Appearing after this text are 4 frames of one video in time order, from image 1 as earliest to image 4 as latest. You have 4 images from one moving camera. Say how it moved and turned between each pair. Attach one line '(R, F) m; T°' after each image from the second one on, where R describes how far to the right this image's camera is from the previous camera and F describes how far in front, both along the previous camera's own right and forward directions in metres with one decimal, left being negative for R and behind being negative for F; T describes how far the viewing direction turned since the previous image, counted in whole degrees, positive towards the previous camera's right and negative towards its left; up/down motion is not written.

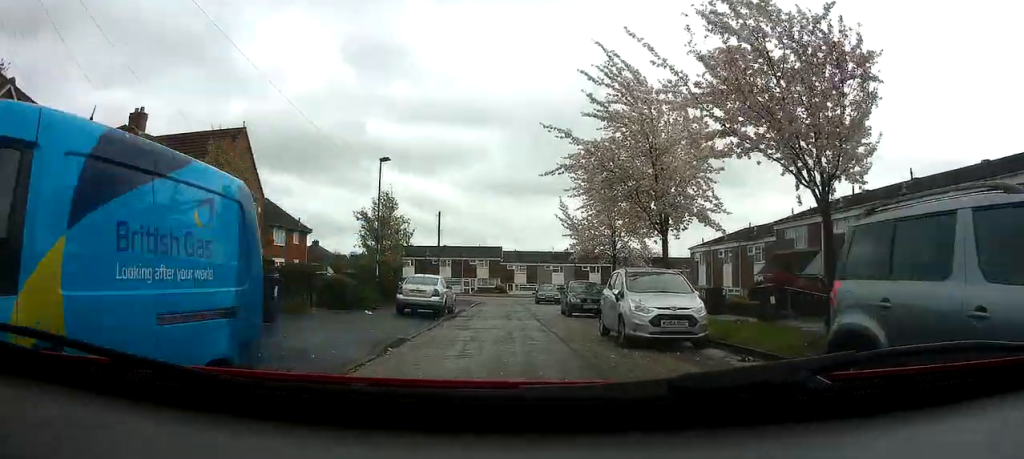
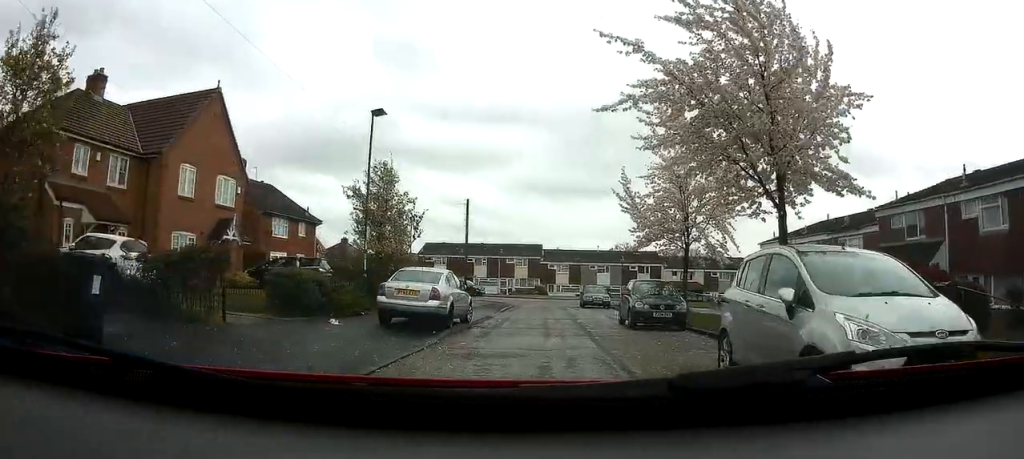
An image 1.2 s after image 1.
(-0.9, +7.4) m; -9°
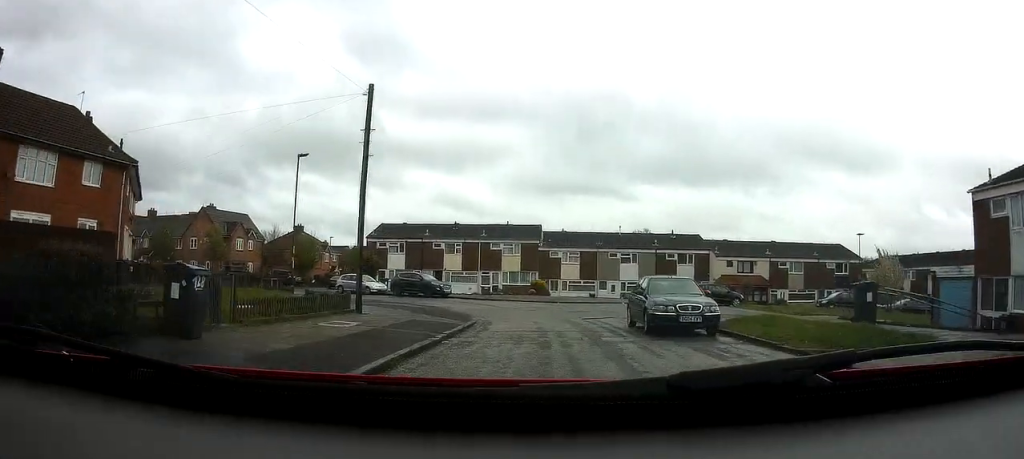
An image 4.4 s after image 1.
(-1.7, +22.5) m; -1°
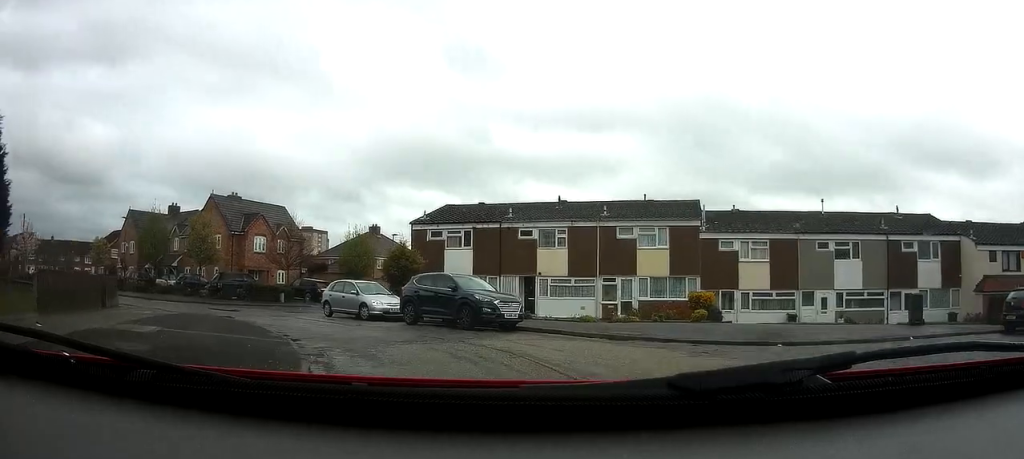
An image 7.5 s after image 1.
(-0.9, +22.0) m; -19°
